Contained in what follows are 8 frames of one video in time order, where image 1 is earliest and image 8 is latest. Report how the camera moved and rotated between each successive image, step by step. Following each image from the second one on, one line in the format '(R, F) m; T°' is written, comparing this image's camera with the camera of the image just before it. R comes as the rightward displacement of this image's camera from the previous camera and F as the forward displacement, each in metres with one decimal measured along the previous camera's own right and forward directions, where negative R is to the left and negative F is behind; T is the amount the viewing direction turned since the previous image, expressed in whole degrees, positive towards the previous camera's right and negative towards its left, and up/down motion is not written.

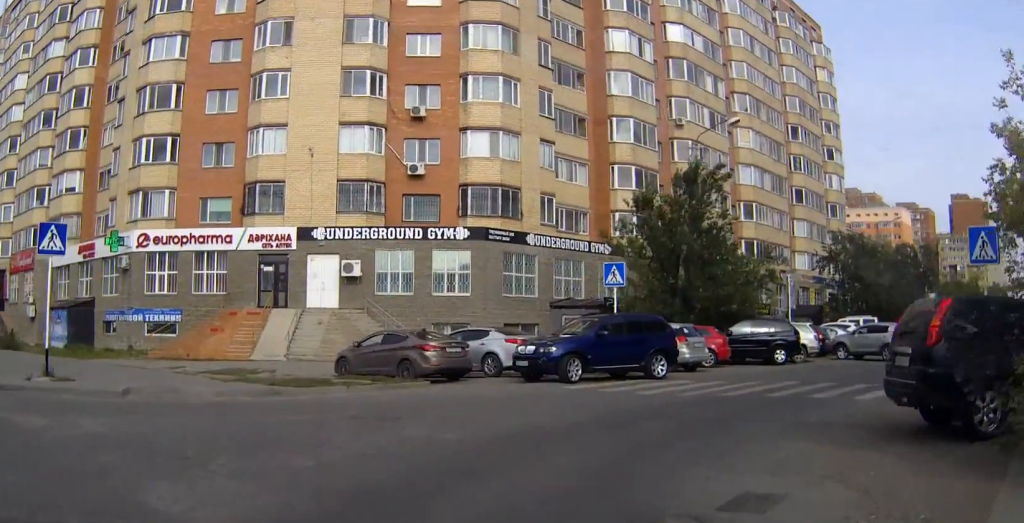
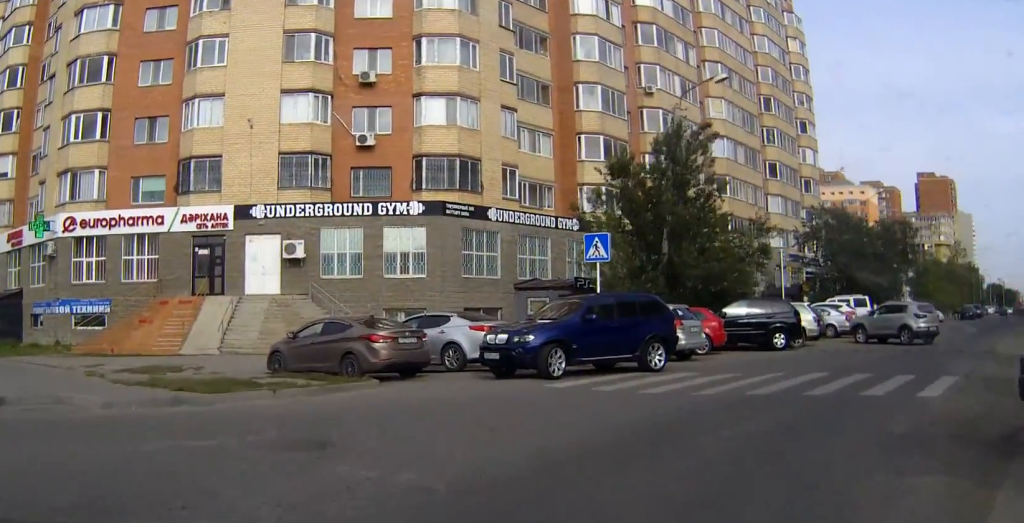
(+0.1, +4.0) m; +9°
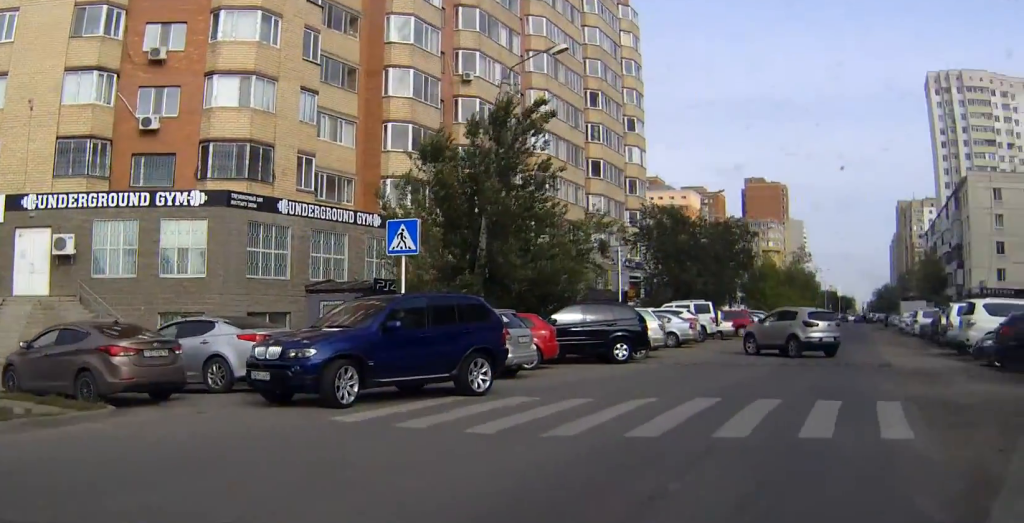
(+0.5, +4.2) m; +16°
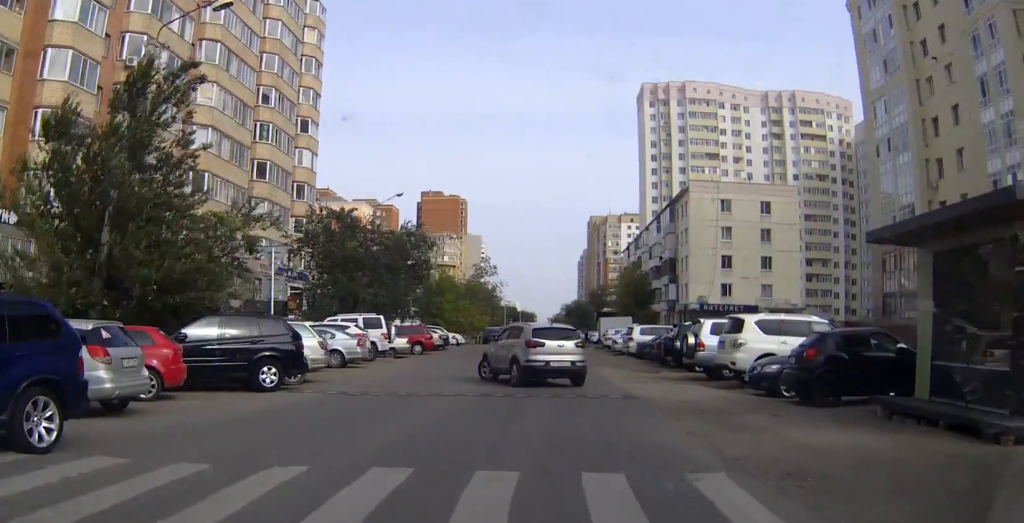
(+0.9, +4.5) m; +17°
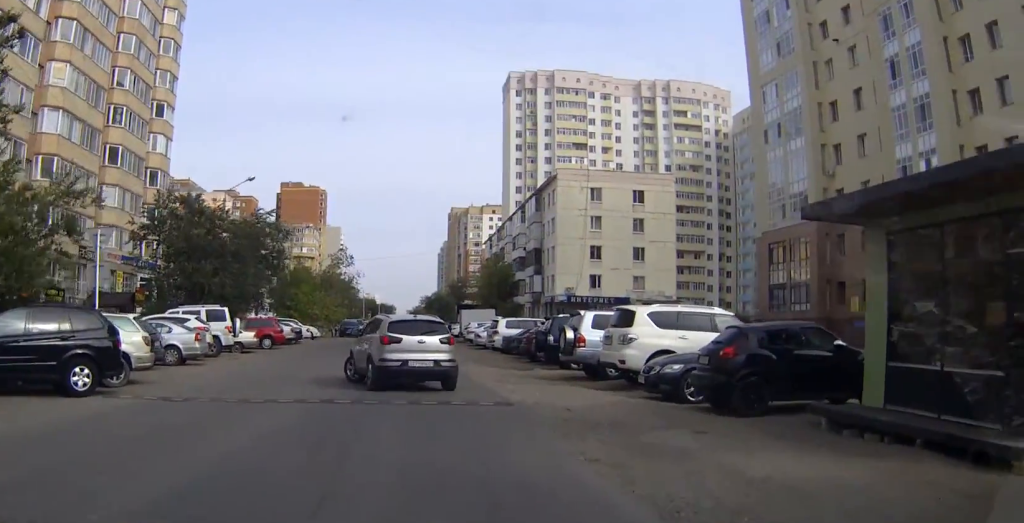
(+0.2, +2.7) m; +5°
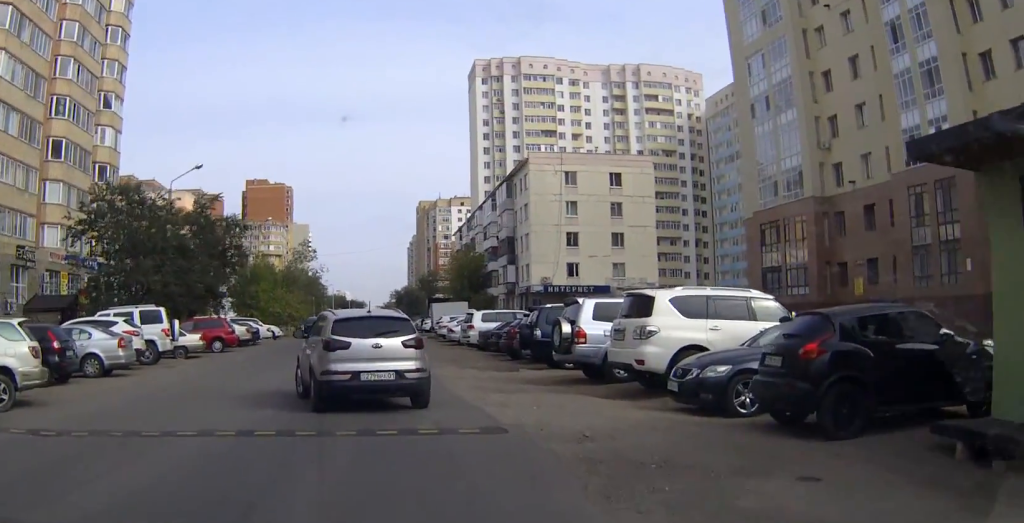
(+0.1, +4.1) m; -3°
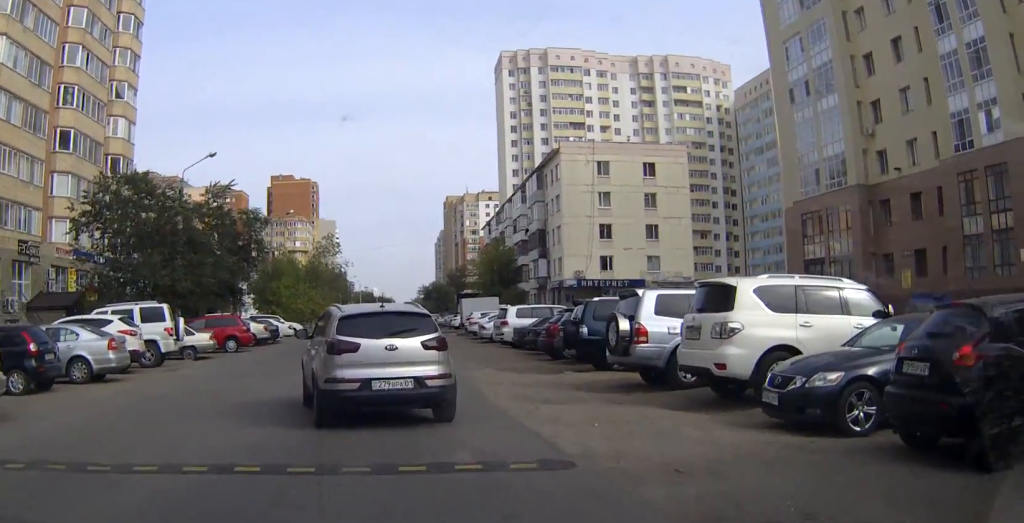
(-0.2, +2.6) m; -3°
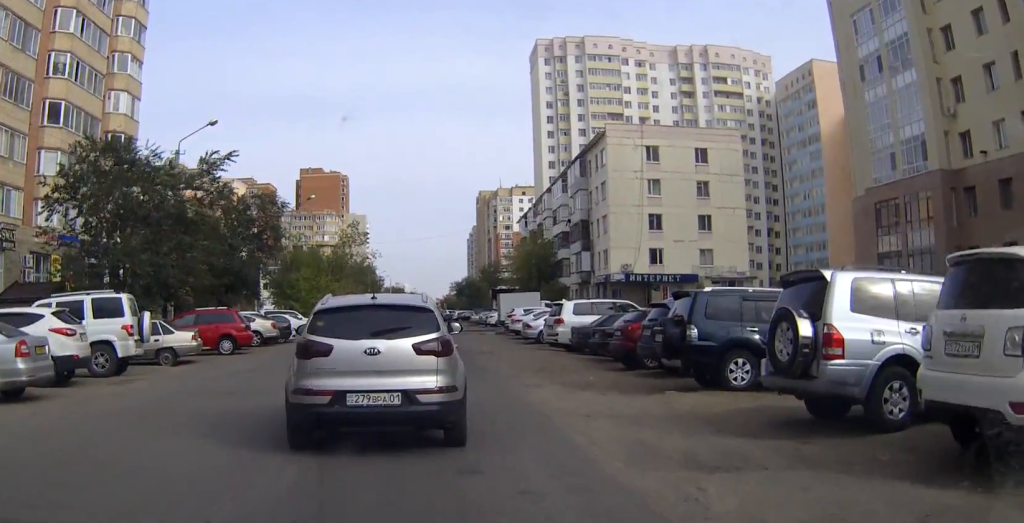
(-0.3, +6.1) m; -5°
